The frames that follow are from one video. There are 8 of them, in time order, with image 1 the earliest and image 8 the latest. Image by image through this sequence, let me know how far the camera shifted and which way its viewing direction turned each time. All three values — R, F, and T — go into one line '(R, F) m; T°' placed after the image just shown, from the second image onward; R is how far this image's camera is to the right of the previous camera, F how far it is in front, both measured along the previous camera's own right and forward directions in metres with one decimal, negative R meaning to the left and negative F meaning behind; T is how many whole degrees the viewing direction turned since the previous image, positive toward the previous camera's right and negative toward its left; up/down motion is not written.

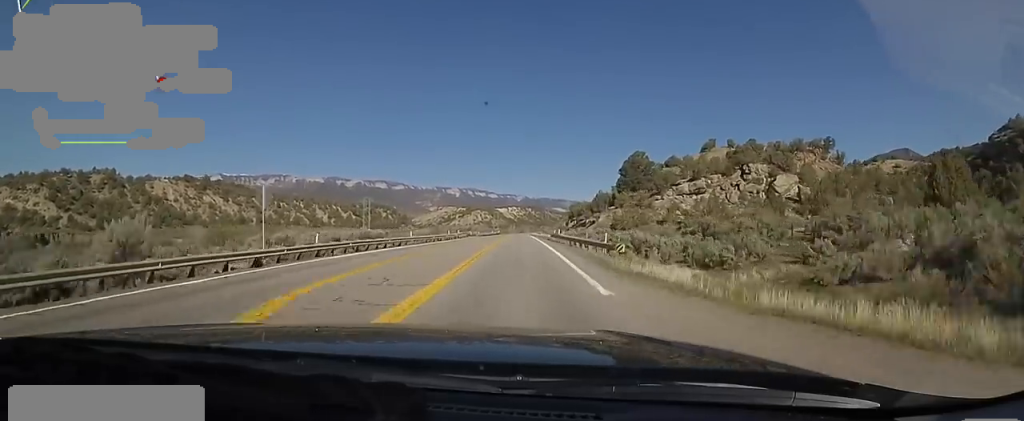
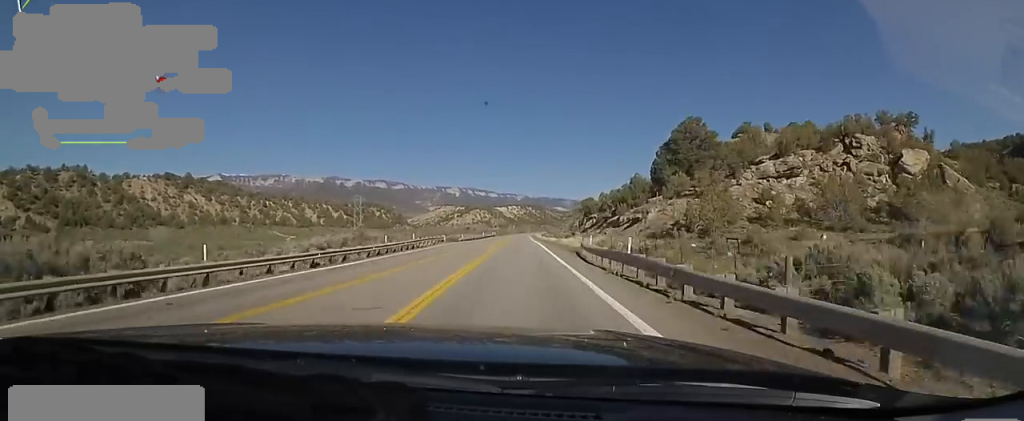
(+0.3, +28.9) m; +1°
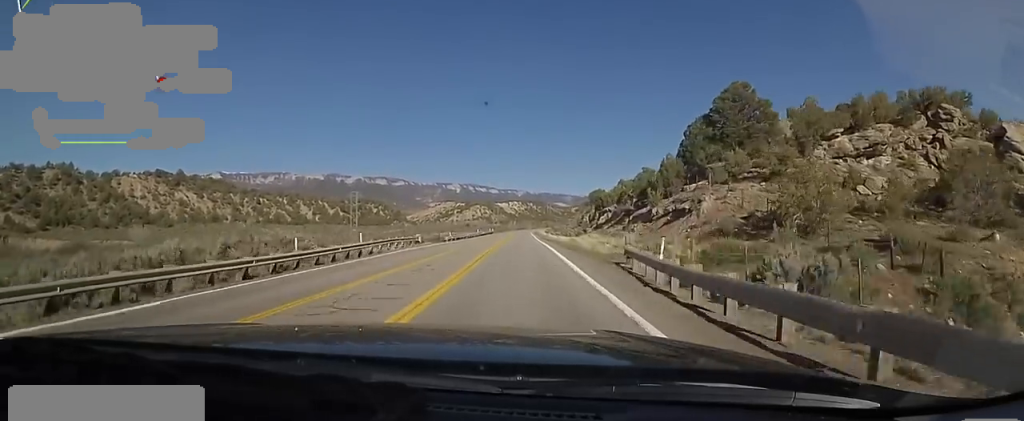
(+0.1, +13.8) m; 0°
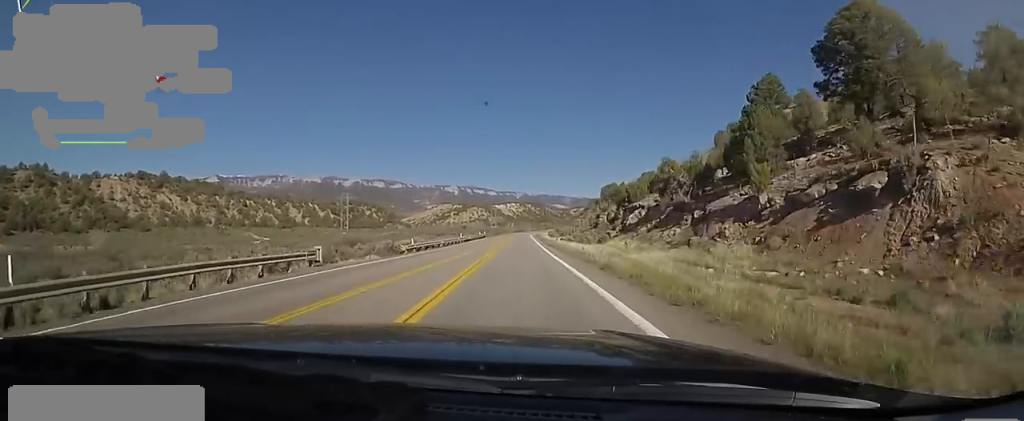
(+0.2, +20.3) m; 0°
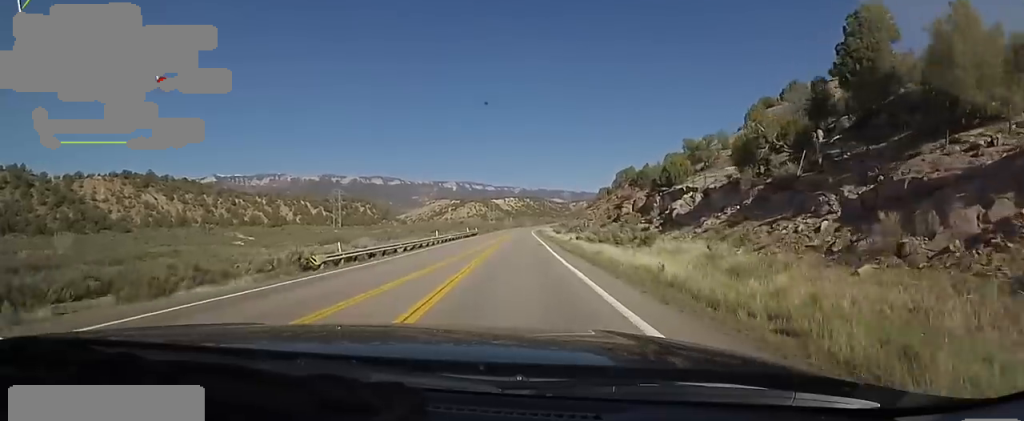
(-0.3, +16.3) m; 0°
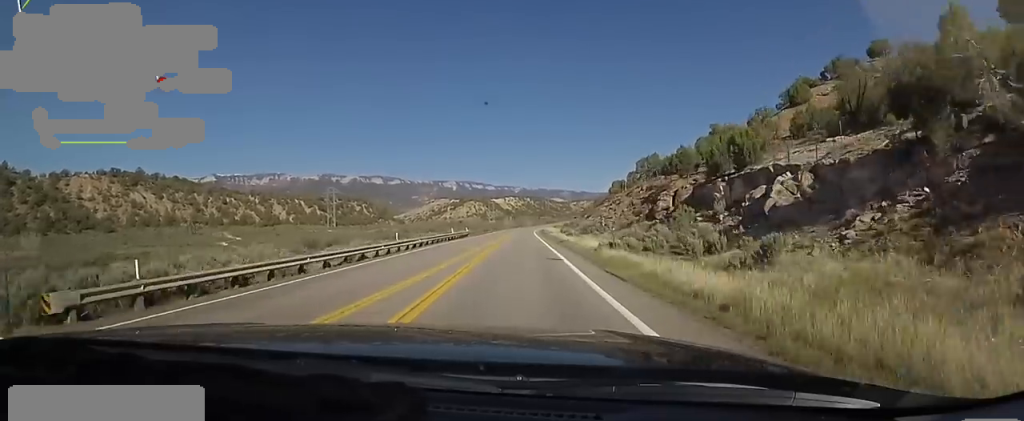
(+0.1, +13.8) m; 0°
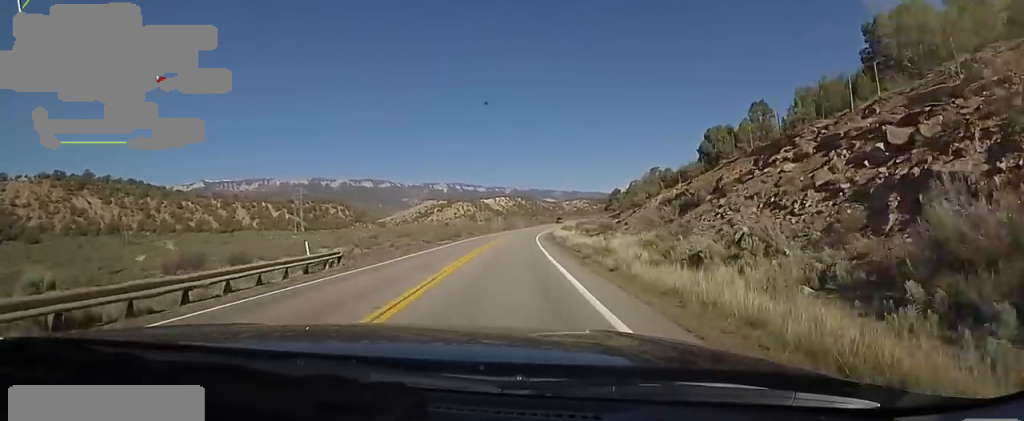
(0.0, +47.0) m; 0°
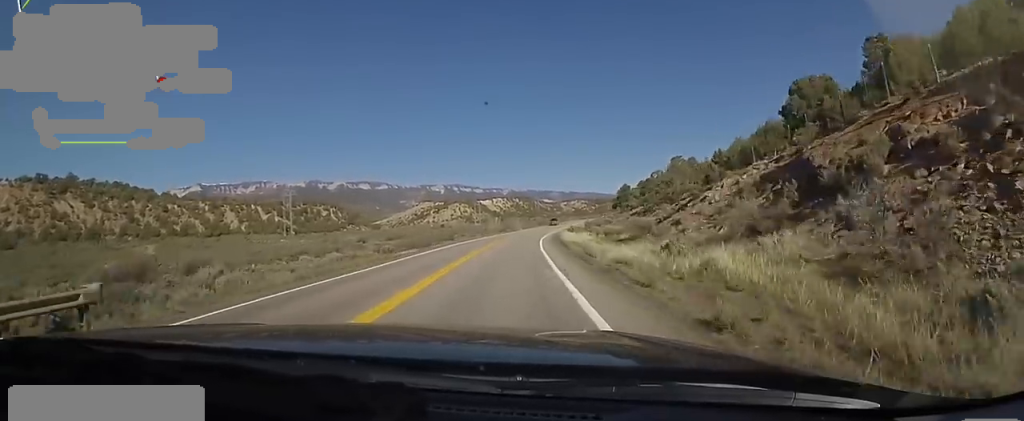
(+0.2, +13.7) m; +1°
